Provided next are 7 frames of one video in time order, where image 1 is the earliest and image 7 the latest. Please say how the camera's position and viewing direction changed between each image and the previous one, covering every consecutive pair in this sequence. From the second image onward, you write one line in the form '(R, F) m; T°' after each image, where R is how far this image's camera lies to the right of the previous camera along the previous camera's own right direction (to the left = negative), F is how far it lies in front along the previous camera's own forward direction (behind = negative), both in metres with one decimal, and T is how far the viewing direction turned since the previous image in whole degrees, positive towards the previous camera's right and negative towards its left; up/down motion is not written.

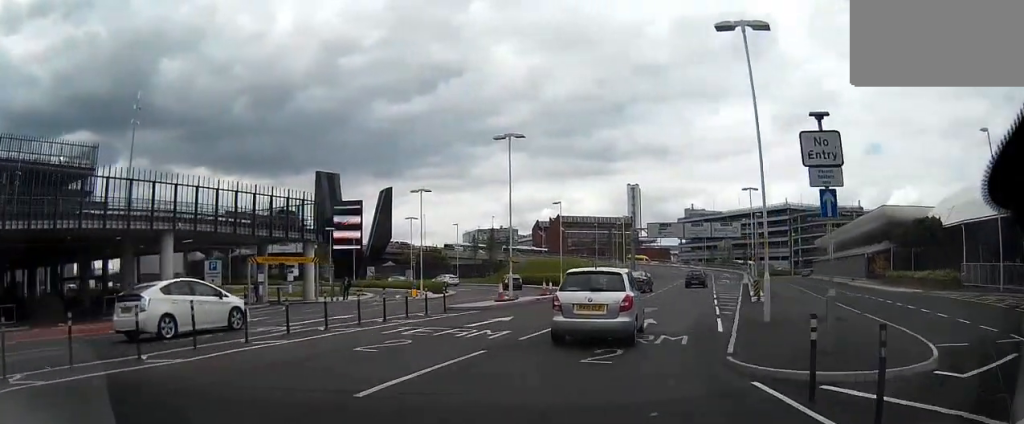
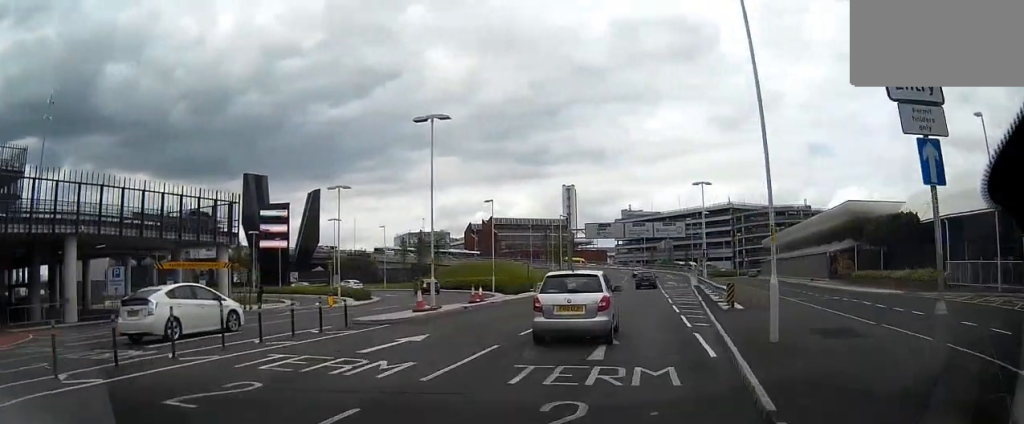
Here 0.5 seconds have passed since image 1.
(+0.1, +5.6) m; +2°
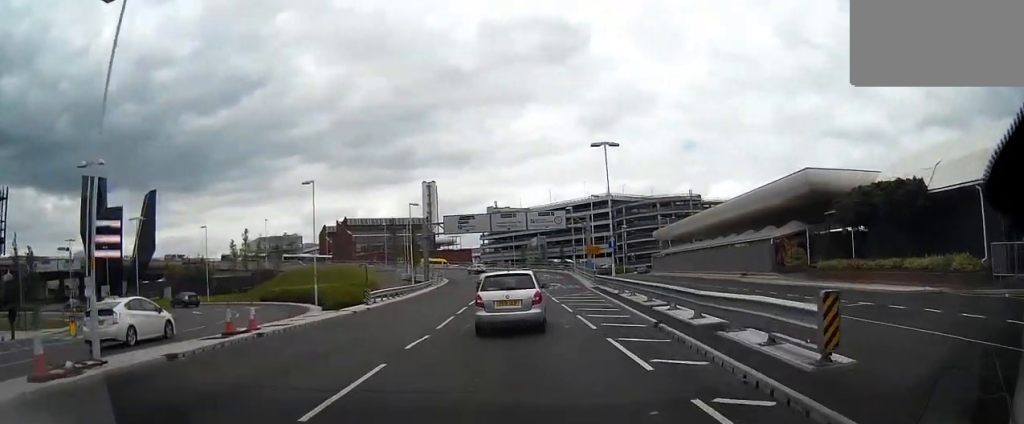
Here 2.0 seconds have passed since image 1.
(+1.0, +17.4) m; +4°
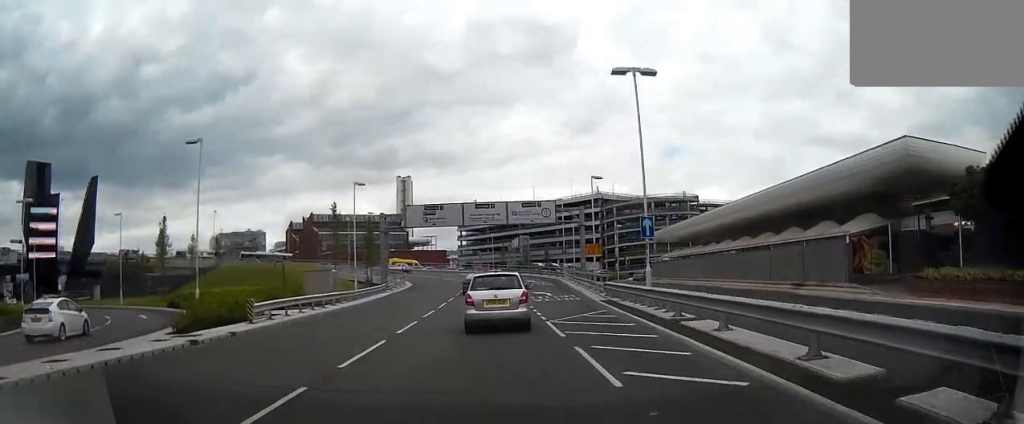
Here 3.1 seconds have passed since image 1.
(-0.3, +15.2) m; 0°
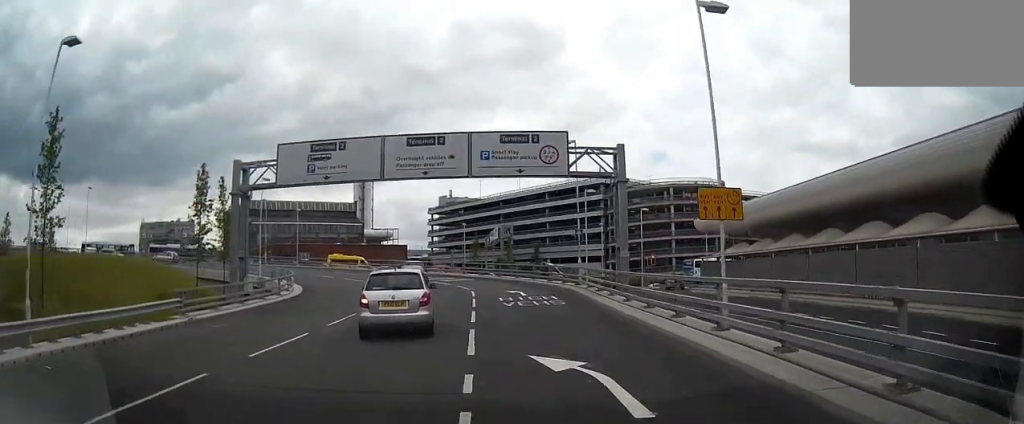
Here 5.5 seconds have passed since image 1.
(-0.2, +31.7) m; -3°
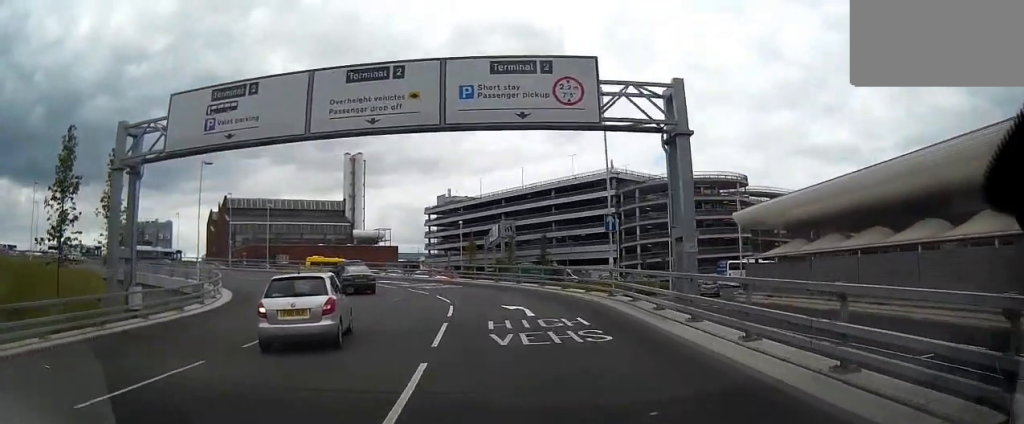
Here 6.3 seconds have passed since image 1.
(0.0, +10.6) m; -5°
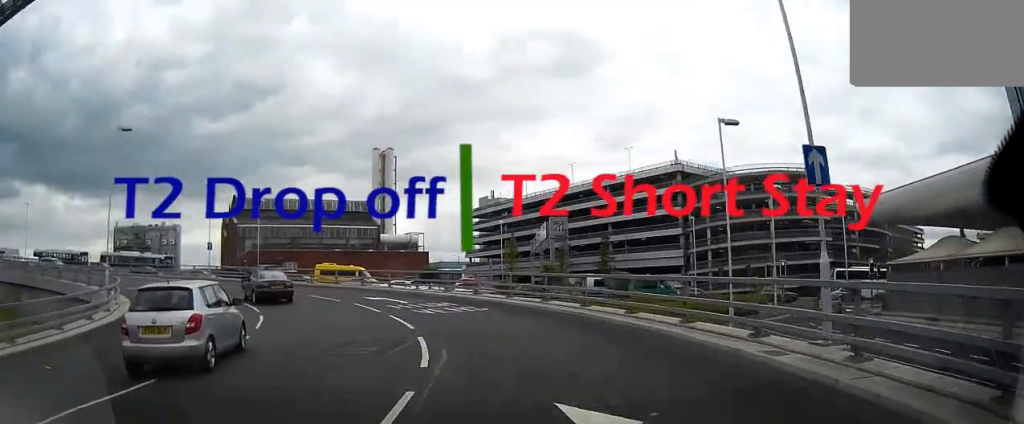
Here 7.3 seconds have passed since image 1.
(-1.4, +13.5) m; -16°
